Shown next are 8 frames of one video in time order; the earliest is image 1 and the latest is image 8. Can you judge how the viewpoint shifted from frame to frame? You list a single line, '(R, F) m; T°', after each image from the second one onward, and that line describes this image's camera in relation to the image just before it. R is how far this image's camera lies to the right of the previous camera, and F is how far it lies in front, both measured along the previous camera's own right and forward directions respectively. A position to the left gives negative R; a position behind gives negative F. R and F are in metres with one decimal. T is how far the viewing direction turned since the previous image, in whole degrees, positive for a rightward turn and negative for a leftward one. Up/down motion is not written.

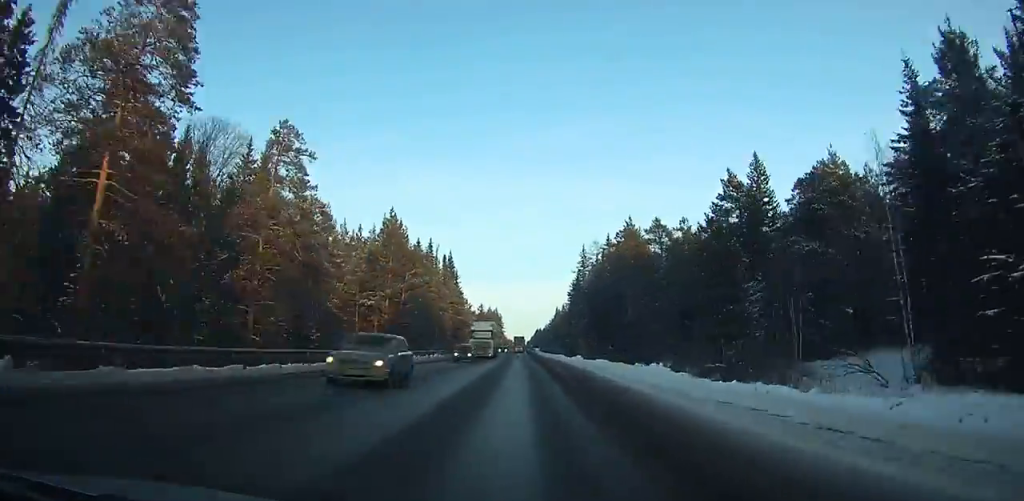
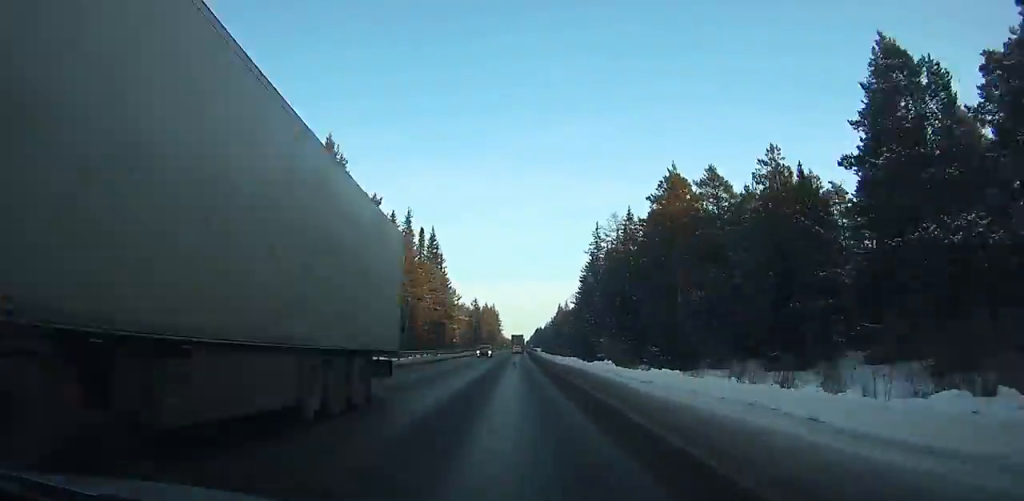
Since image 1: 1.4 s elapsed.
(0.0, +25.4) m; 0°
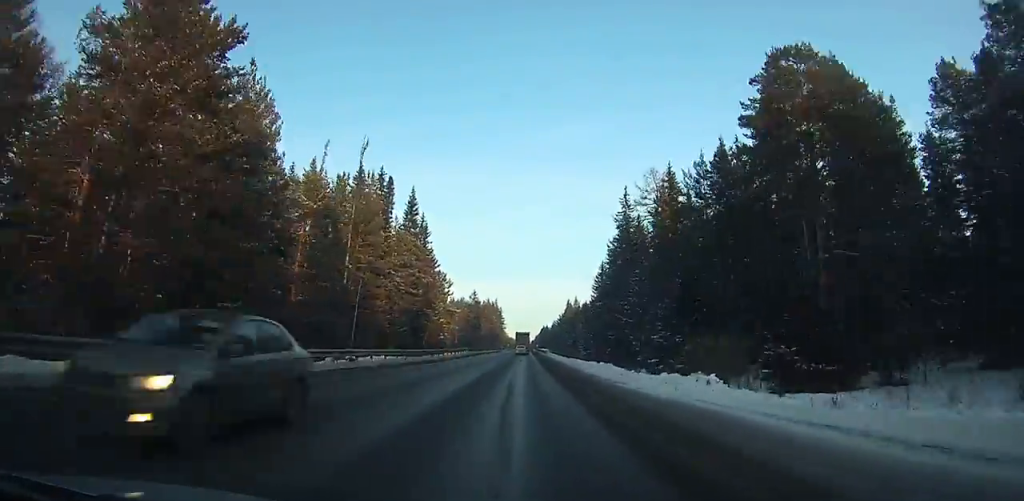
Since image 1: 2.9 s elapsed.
(-0.1, +26.8) m; 0°
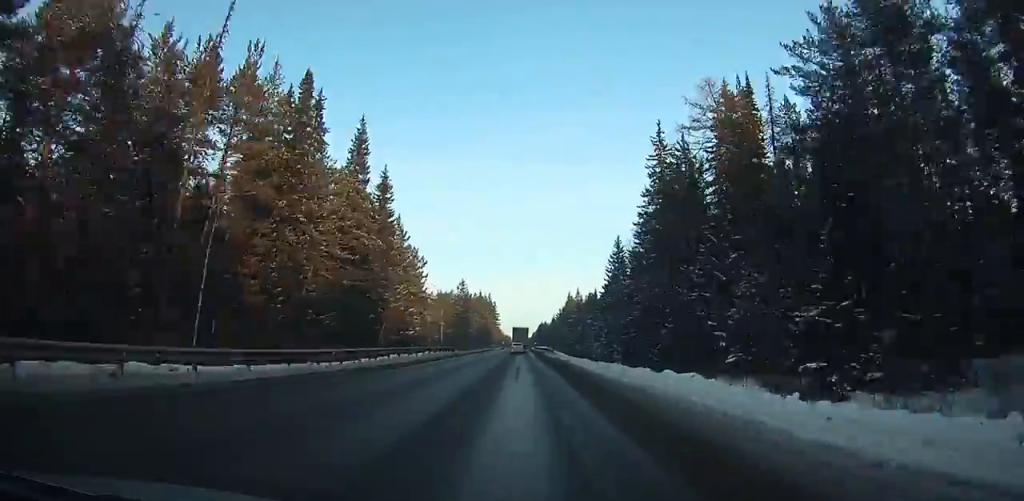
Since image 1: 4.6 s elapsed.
(+0.3, +26.7) m; 0°
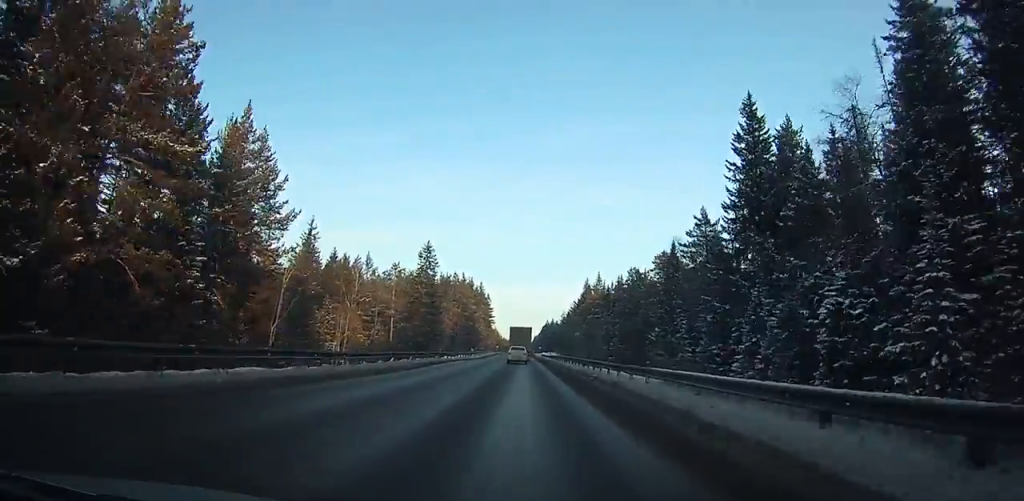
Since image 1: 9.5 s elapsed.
(+0.1, +68.7) m; -1°
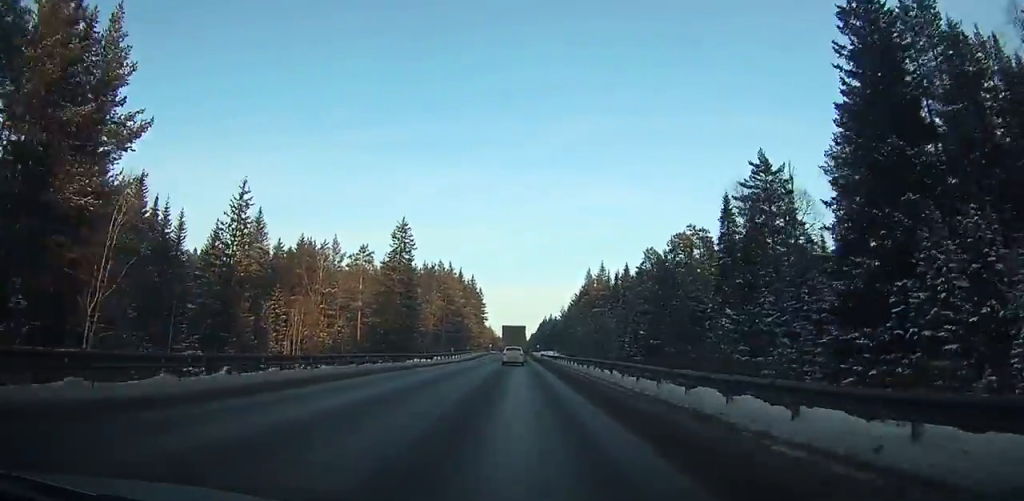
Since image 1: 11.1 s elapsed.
(-0.2, +20.2) m; -1°
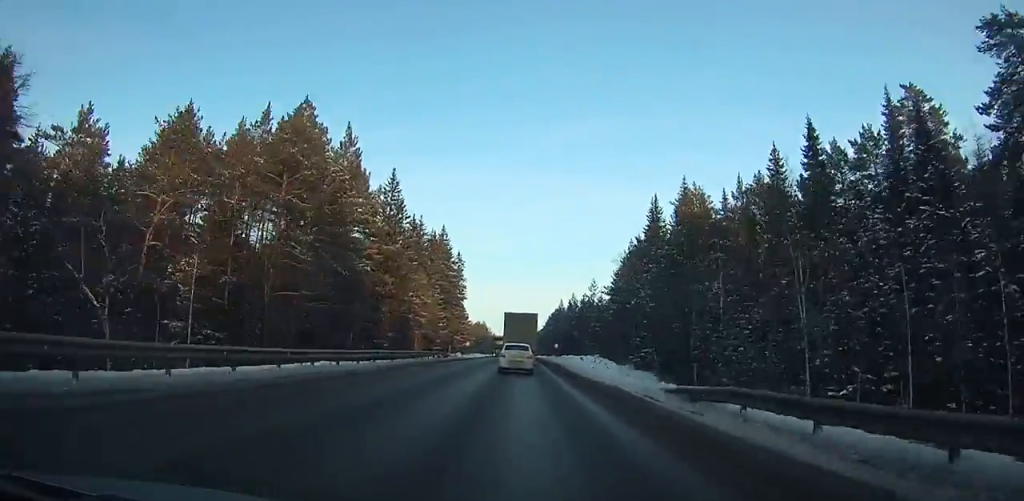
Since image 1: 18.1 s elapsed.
(-0.4, +85.1) m; +1°
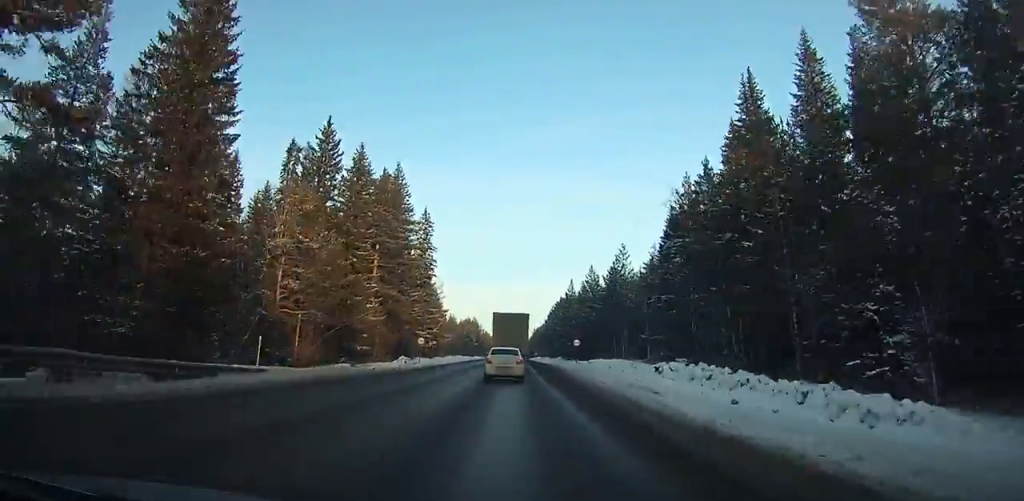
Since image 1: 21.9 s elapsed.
(+0.2, +44.4) m; -1°
